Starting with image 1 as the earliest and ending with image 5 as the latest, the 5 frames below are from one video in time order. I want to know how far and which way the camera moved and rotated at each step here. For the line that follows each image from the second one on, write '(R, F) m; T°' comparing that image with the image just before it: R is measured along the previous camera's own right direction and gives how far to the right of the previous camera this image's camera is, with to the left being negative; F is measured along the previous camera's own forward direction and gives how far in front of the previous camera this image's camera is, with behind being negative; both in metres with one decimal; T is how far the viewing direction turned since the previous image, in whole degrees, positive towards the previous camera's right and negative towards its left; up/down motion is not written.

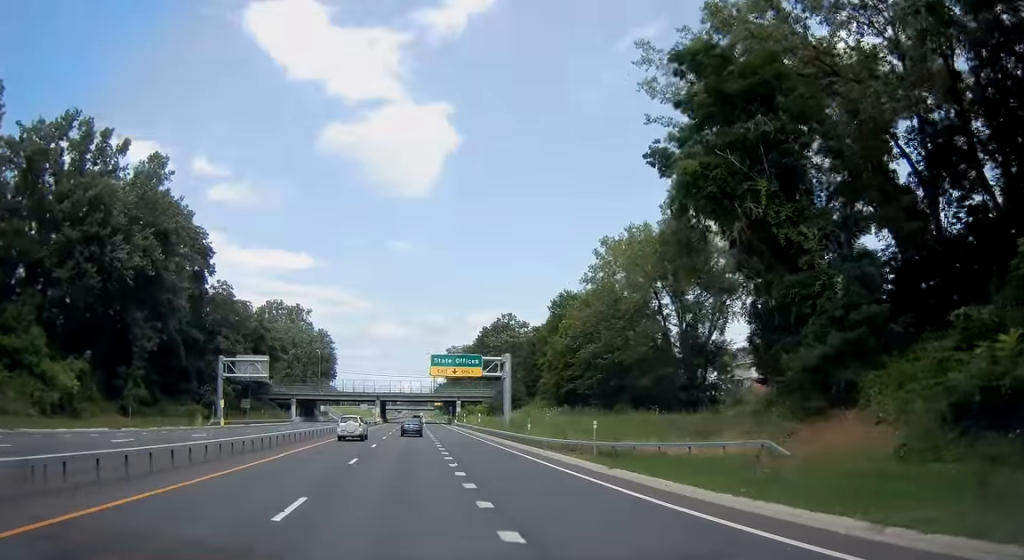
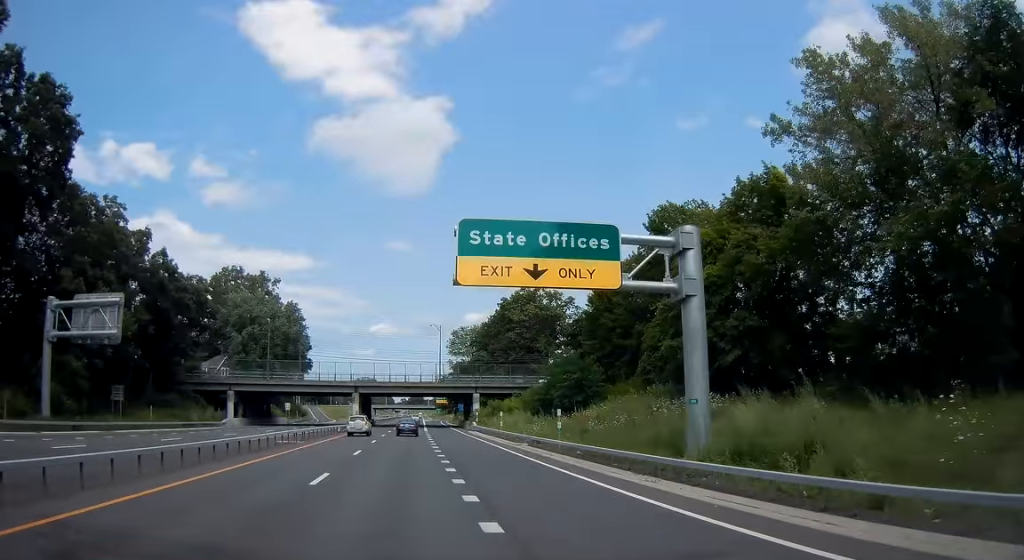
(+0.2, +43.3) m; 0°
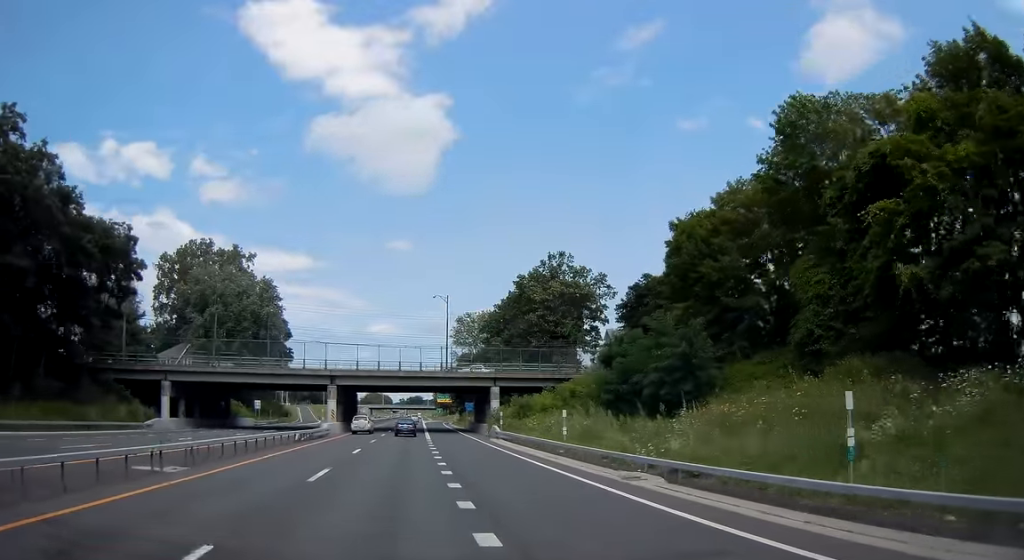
(-0.1, +23.3) m; -1°
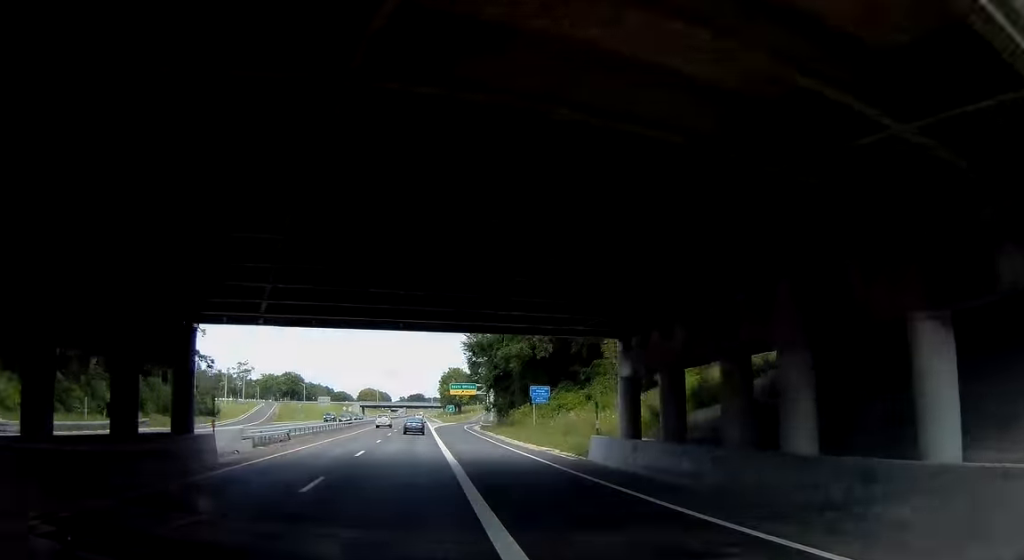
(-0.3, +64.5) m; 0°
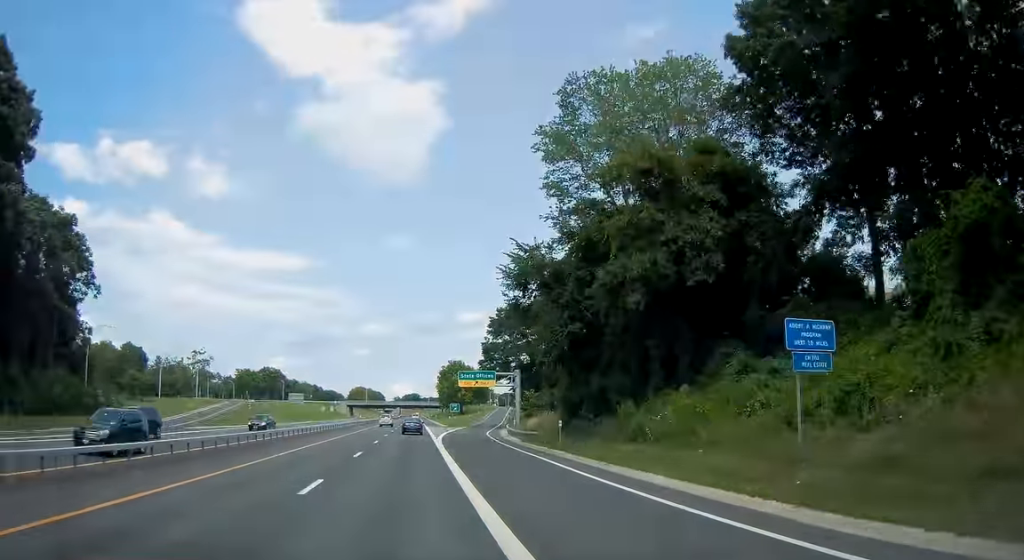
(+0.4, +36.9) m; 0°
